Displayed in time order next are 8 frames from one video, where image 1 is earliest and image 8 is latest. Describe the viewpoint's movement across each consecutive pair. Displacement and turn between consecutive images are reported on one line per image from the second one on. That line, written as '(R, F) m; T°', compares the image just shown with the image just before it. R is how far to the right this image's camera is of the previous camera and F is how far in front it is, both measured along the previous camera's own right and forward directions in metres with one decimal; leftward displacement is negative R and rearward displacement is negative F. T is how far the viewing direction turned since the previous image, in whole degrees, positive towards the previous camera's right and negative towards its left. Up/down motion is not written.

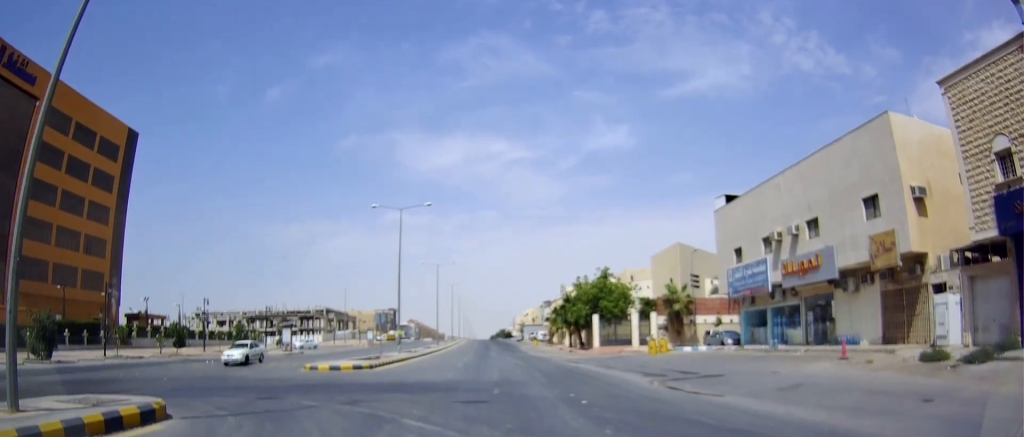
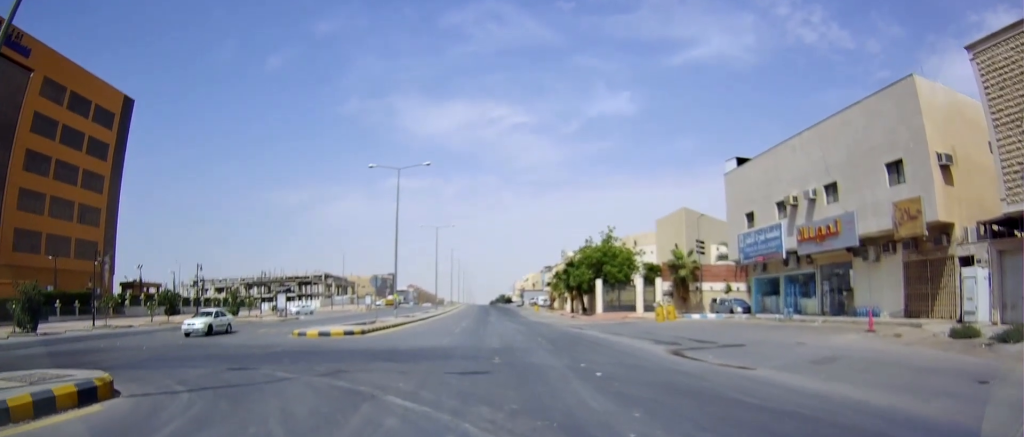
(+0.4, +1.5) m; -4°
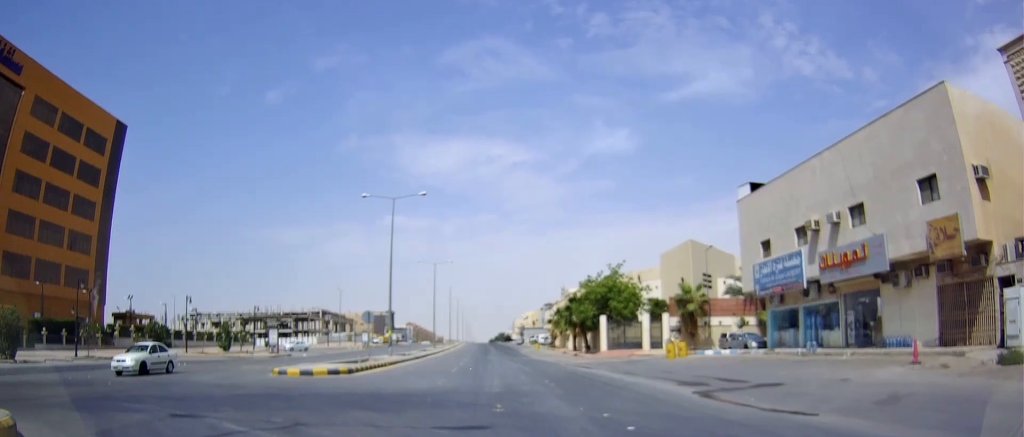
(-0.6, +1.9) m; -3°
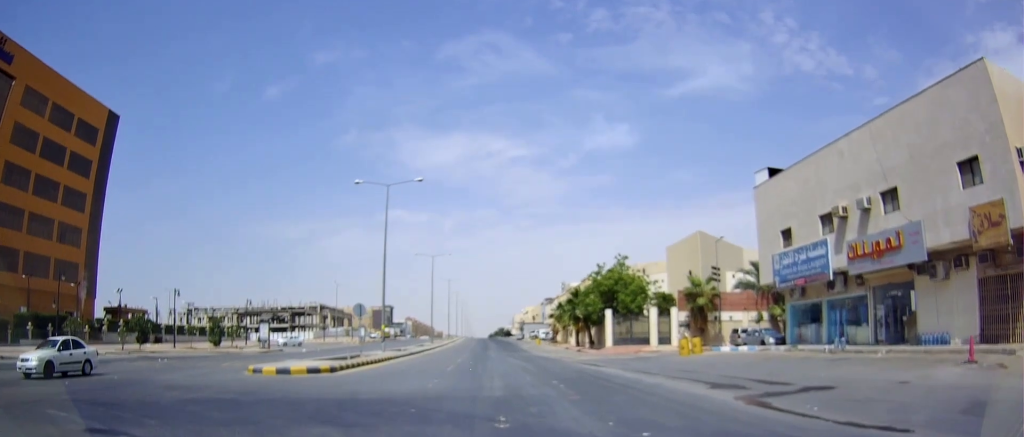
(0.0, +1.9) m; +1°
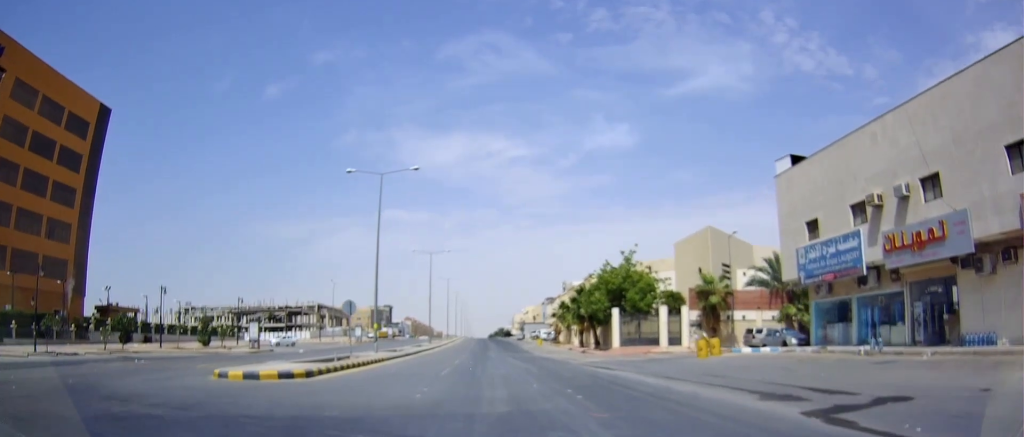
(+0.3, +2.0) m; +4°
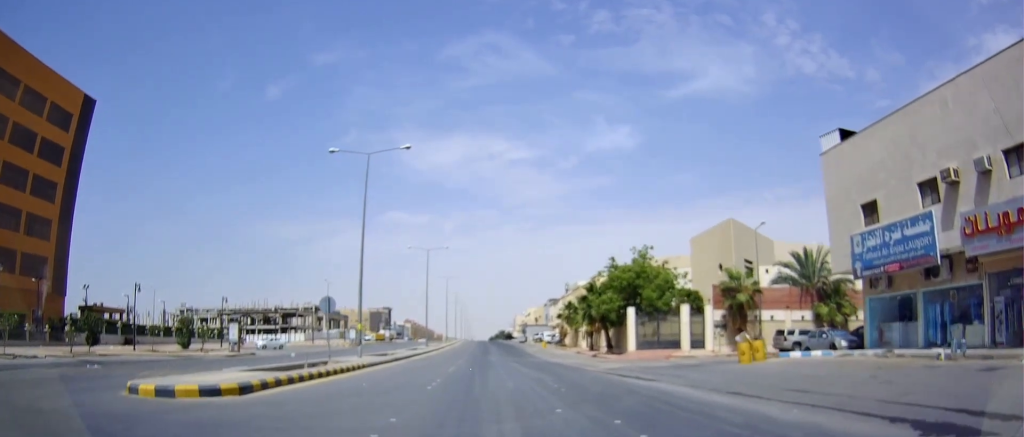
(-0.2, +3.9) m; 0°
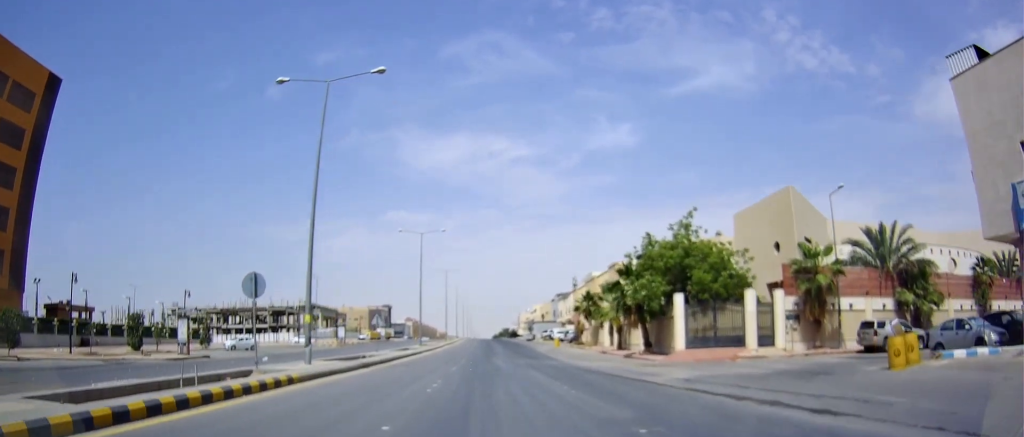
(+0.5, +8.6) m; +4°
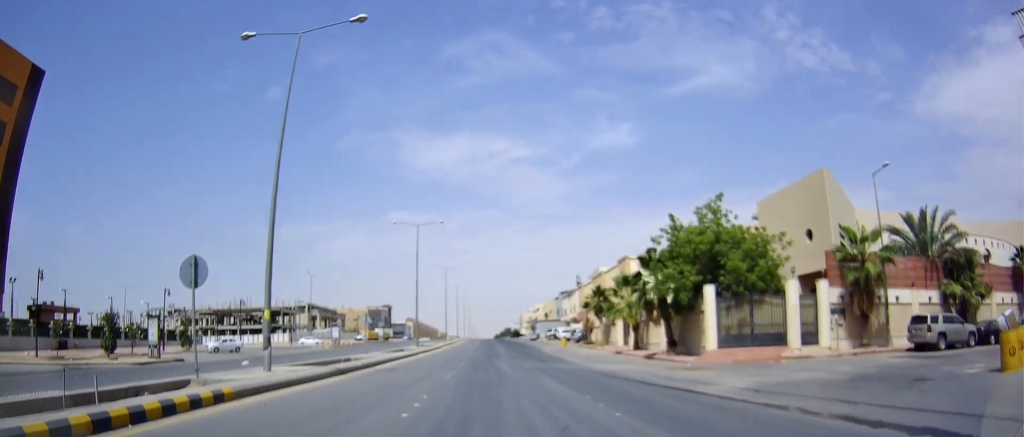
(+0.3, +3.9) m; -2°
